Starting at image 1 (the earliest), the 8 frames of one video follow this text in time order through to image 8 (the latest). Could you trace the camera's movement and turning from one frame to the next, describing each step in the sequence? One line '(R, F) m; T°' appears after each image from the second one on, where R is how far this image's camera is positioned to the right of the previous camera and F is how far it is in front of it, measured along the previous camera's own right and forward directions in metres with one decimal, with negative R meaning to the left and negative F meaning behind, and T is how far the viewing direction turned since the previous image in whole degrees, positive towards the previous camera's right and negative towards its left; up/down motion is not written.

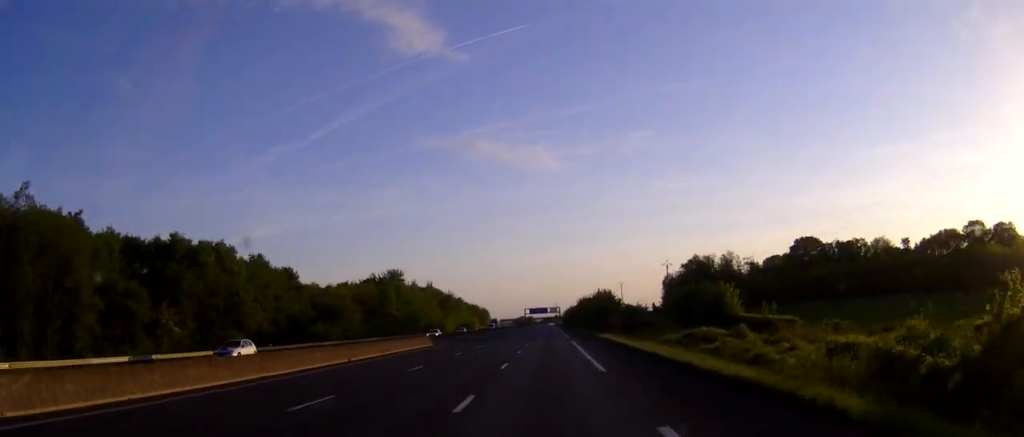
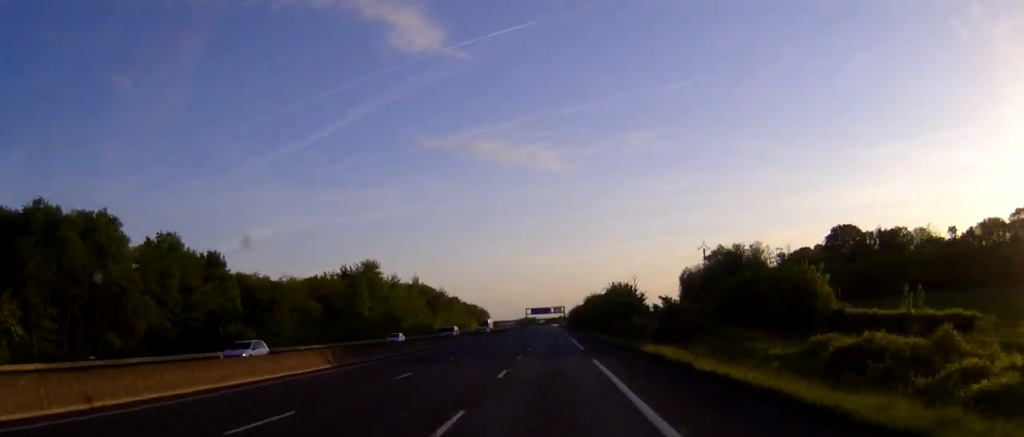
(0.0, +29.8) m; 0°
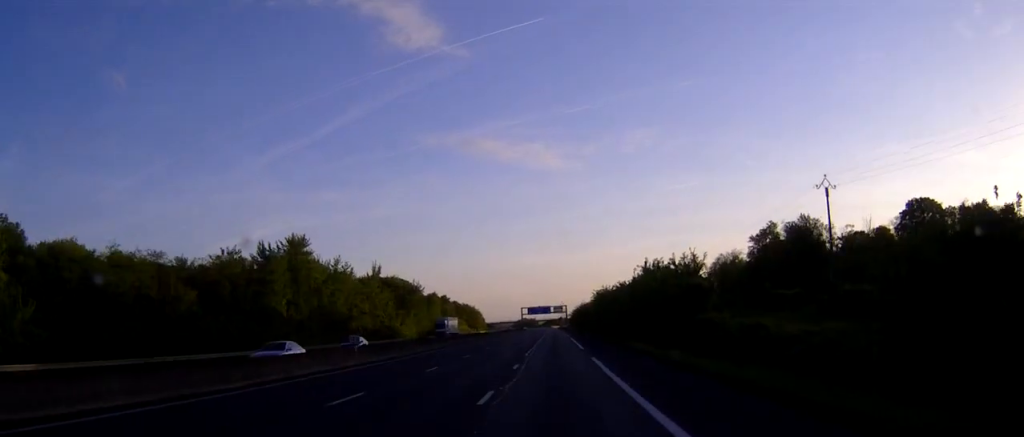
(0.0, +47.7) m; 0°
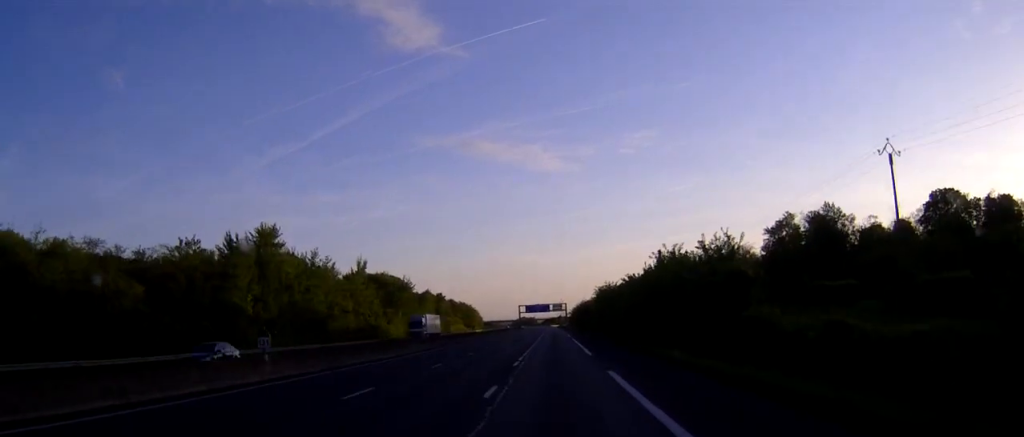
(0.0, +12.2) m; 0°
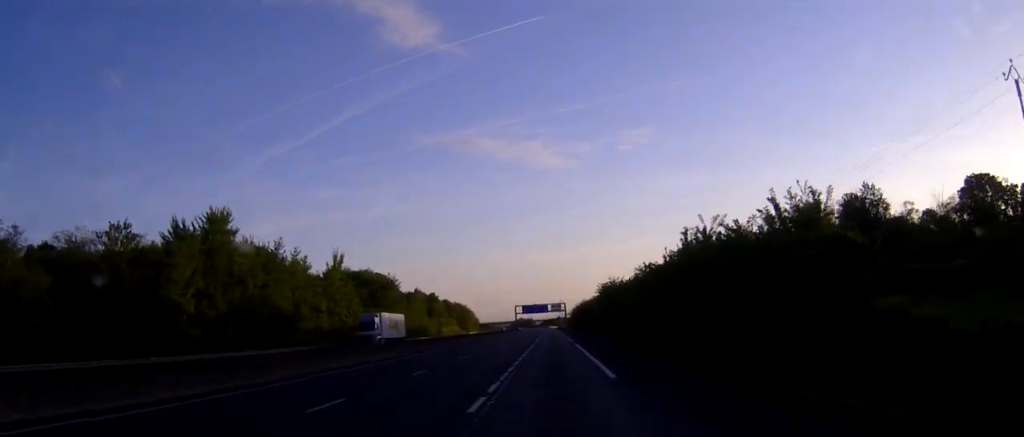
(0.0, +15.9) m; 0°
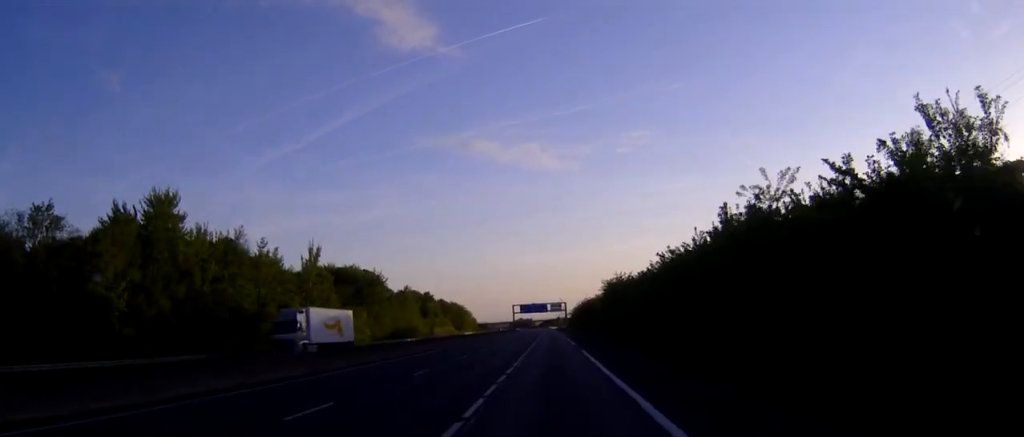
(0.0, +14.0) m; 0°
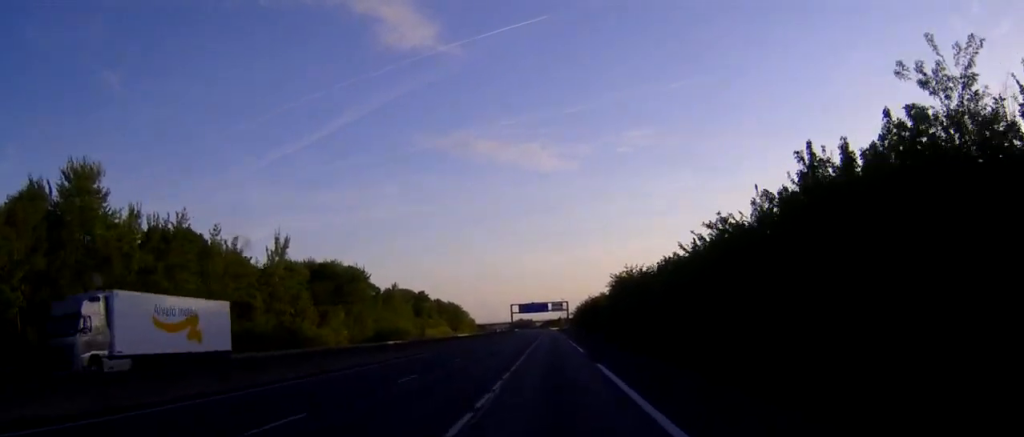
(0.0, +15.9) m; 0°
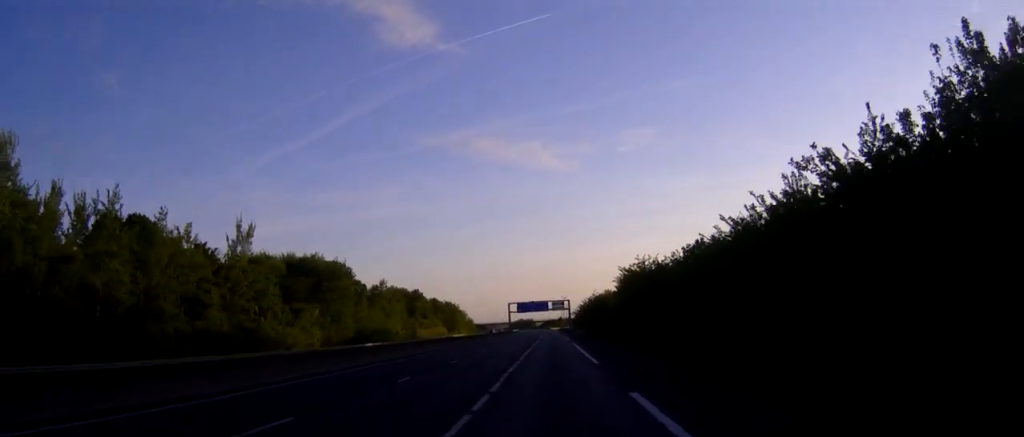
(0.0, +14.0) m; 0°
